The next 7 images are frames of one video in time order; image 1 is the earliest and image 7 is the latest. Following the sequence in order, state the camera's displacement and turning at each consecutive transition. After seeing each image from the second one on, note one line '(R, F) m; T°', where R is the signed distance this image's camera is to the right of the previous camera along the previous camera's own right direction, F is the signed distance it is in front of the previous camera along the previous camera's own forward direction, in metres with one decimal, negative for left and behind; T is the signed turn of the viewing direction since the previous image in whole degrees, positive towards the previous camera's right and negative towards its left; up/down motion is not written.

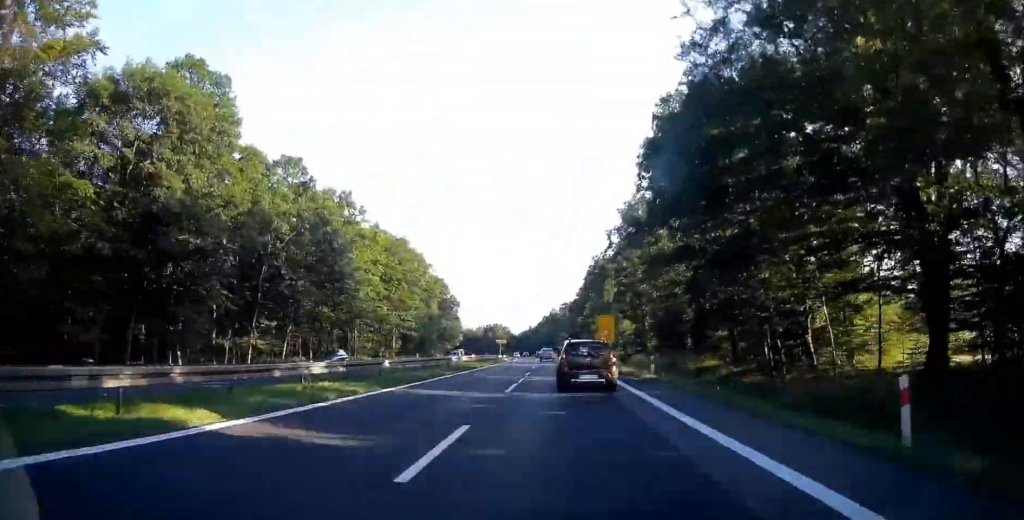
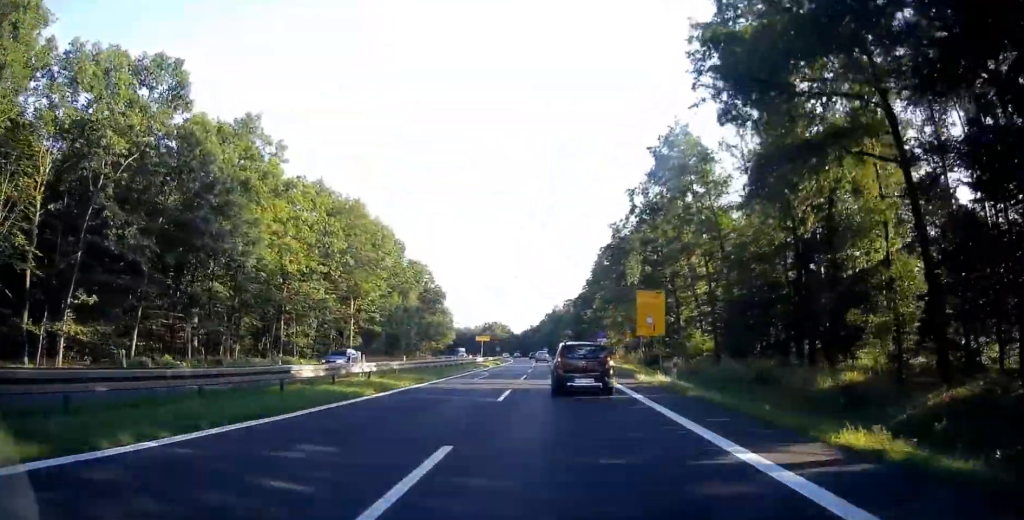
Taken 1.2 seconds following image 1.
(-0.1, +25.3) m; 0°
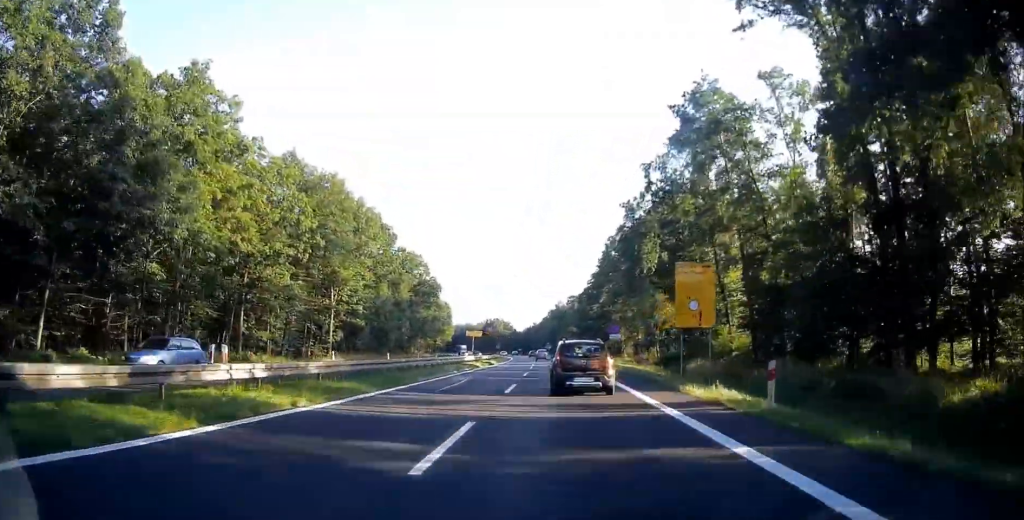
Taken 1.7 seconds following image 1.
(0.0, +9.5) m; 0°
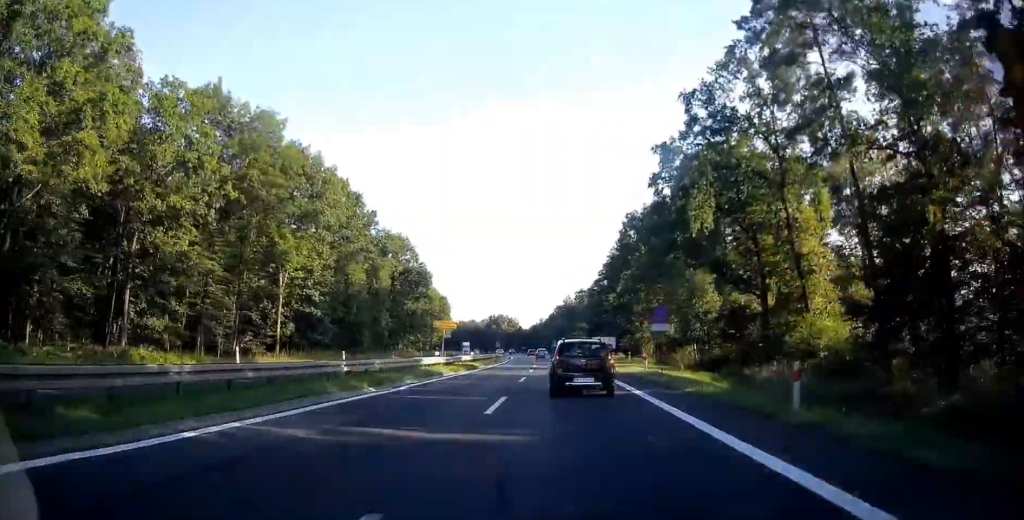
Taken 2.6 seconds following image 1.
(-0.1, +17.7) m; -1°
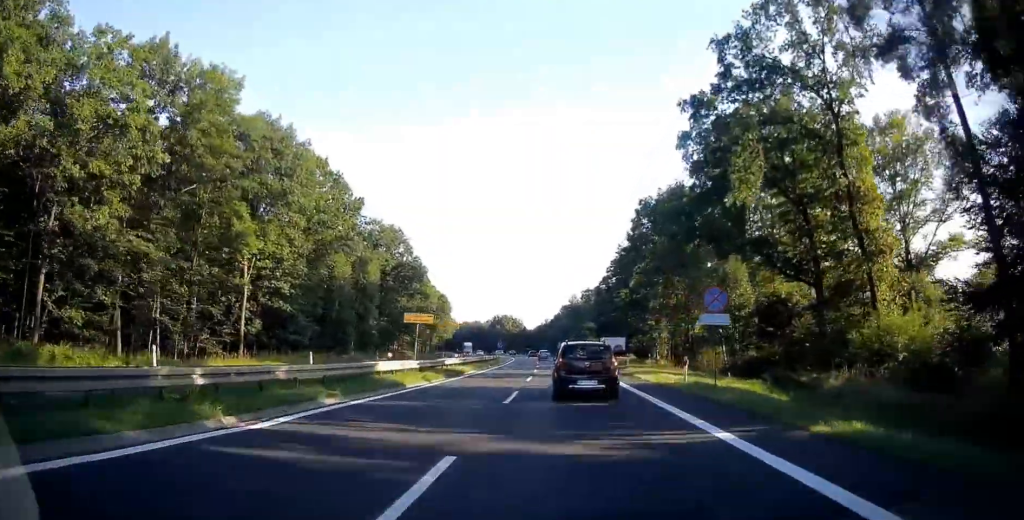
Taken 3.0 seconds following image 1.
(-0.1, +8.9) m; -1°
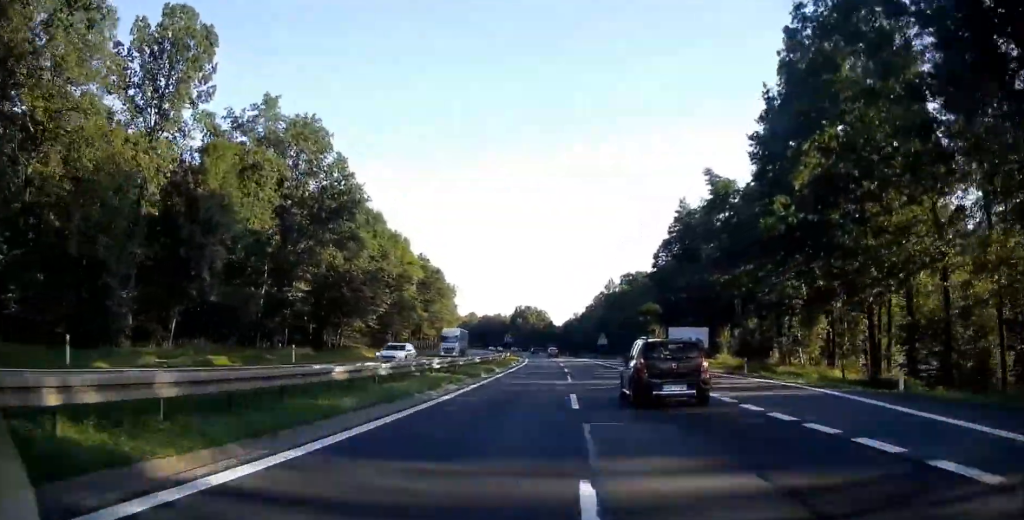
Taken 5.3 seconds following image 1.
(-1.2, +48.7) m; -3°
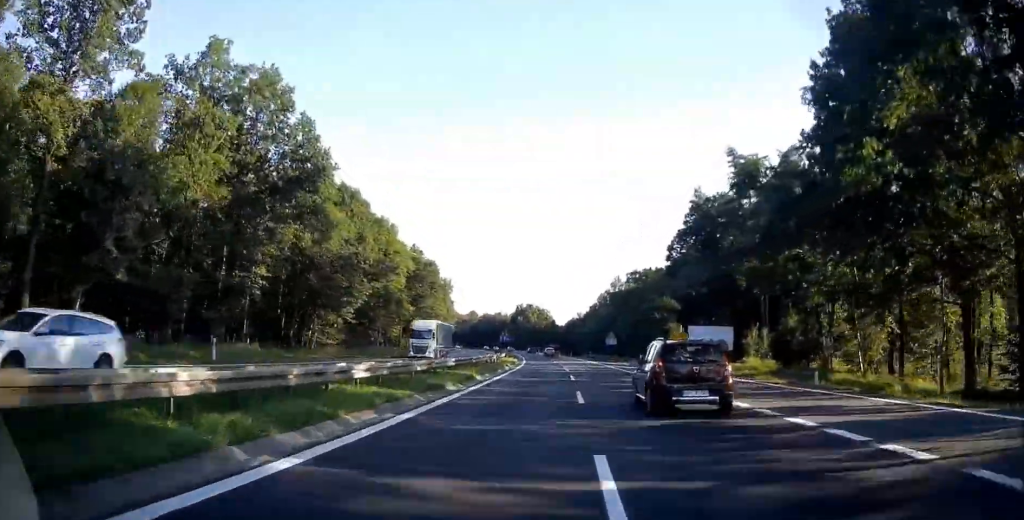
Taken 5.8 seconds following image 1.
(0.0, +10.1) m; 0°
